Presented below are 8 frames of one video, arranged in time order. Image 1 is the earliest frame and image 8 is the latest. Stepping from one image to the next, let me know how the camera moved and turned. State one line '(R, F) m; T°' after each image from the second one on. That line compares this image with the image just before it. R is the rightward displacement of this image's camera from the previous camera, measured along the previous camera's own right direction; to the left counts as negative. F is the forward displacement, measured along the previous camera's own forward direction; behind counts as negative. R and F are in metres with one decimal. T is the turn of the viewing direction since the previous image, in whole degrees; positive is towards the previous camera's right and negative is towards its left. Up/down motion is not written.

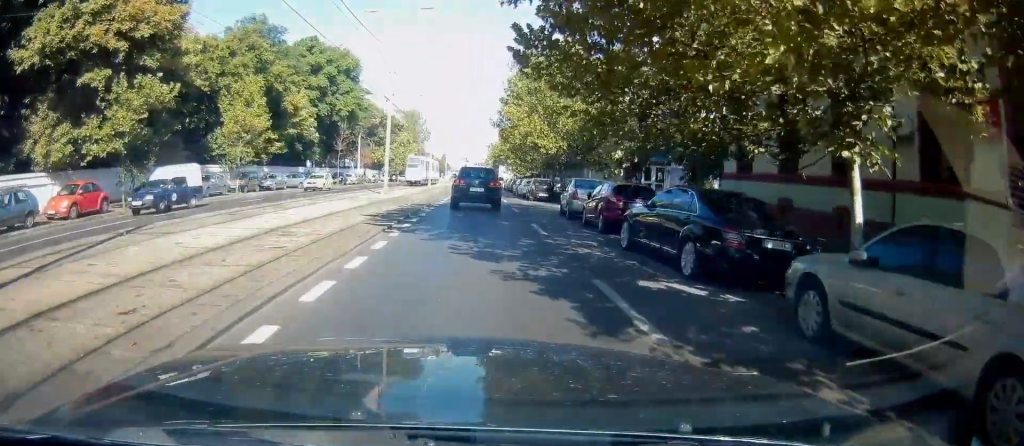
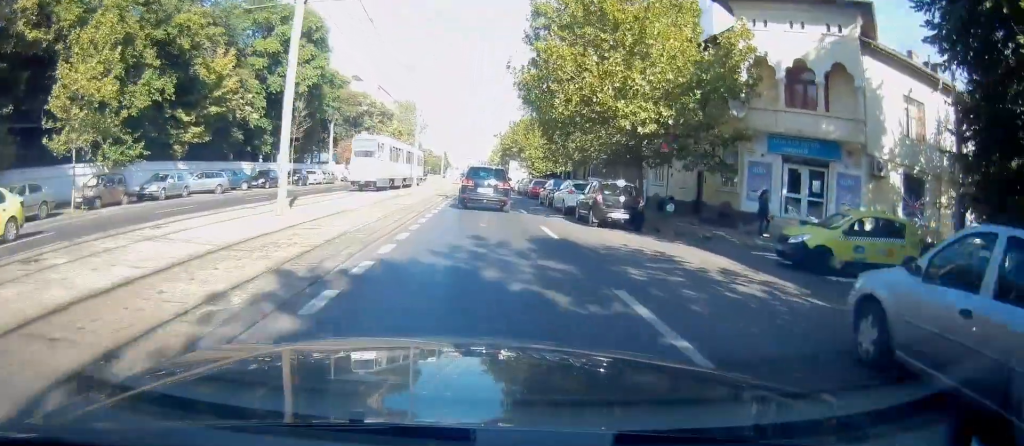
(-0.7, +18.5) m; +1°
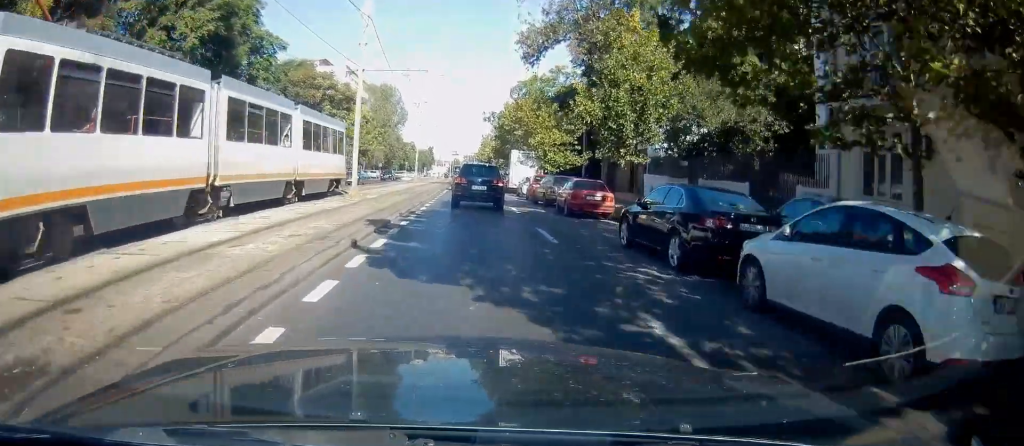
(+1.3, +19.9) m; +4°
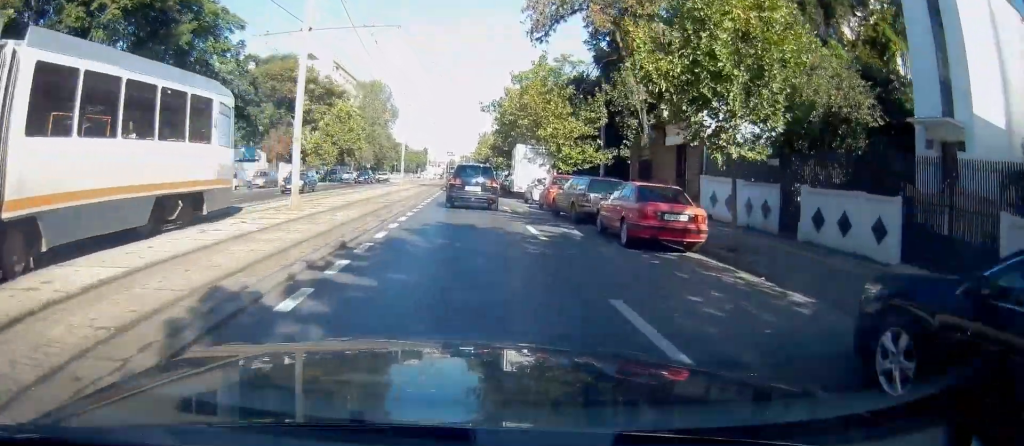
(-0.2, +8.7) m; -1°
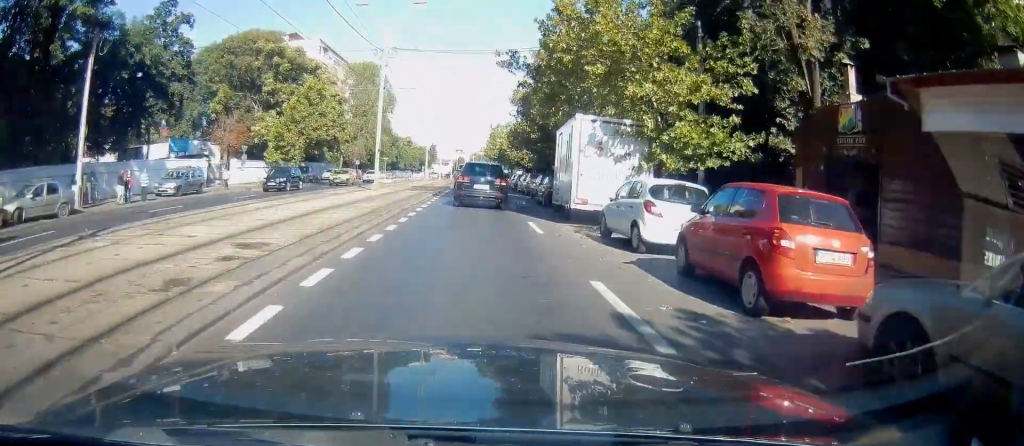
(+0.7, +17.5) m; +3°
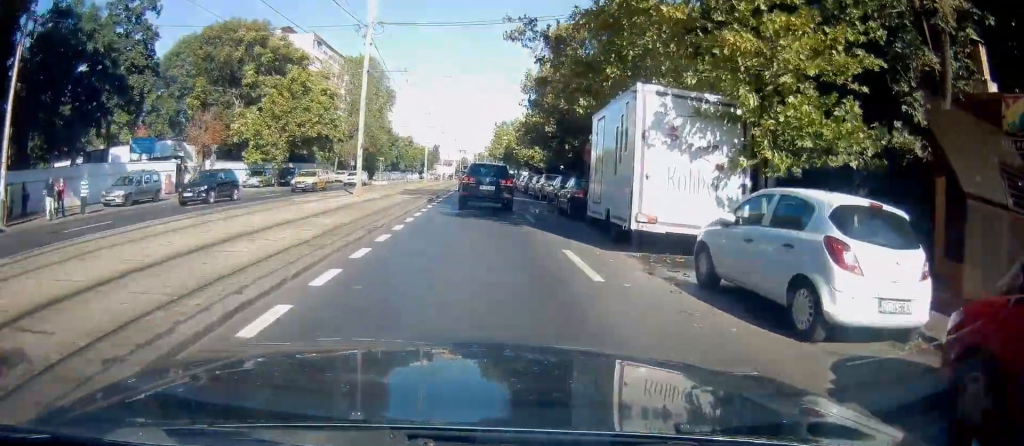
(+0.3, +6.2) m; -1°
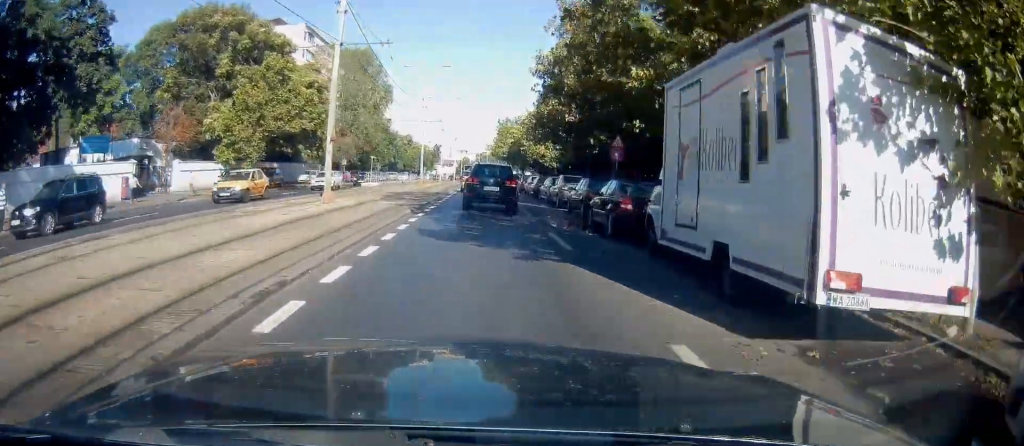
(-0.4, +6.0) m; -1°
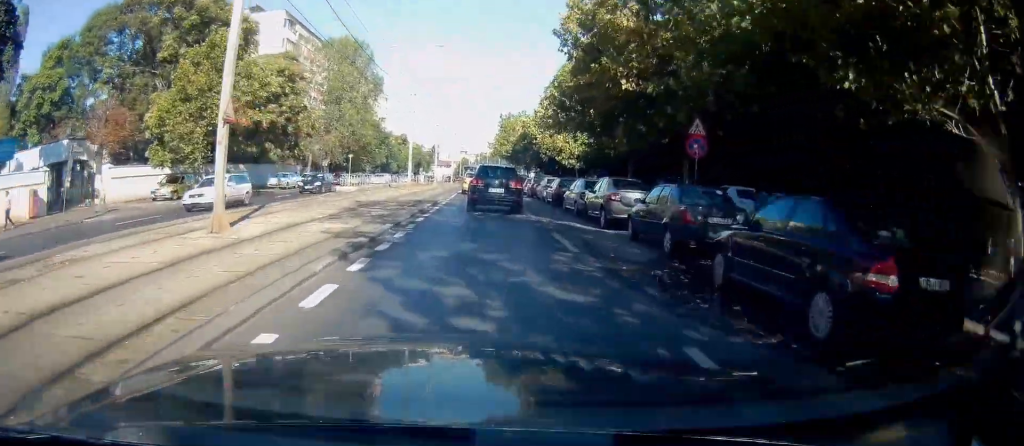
(-0.2, +9.4) m; -2°
